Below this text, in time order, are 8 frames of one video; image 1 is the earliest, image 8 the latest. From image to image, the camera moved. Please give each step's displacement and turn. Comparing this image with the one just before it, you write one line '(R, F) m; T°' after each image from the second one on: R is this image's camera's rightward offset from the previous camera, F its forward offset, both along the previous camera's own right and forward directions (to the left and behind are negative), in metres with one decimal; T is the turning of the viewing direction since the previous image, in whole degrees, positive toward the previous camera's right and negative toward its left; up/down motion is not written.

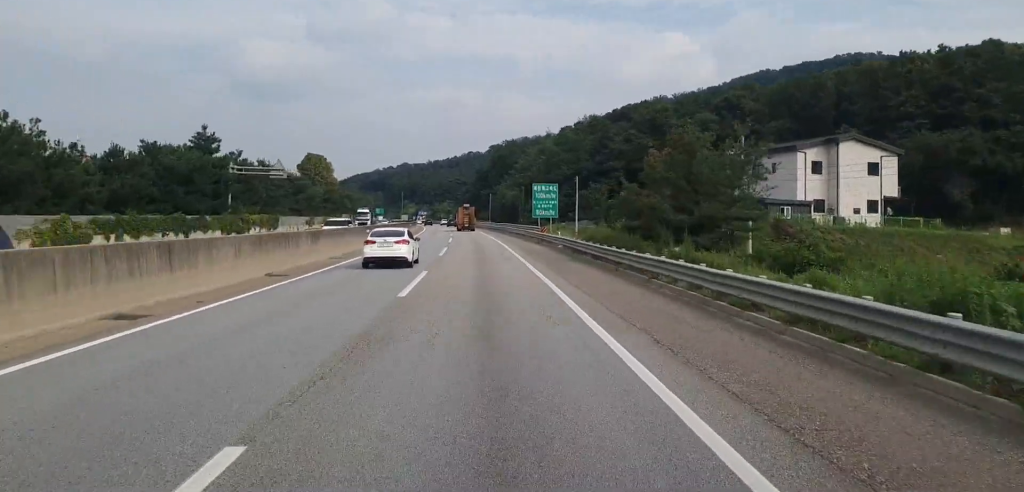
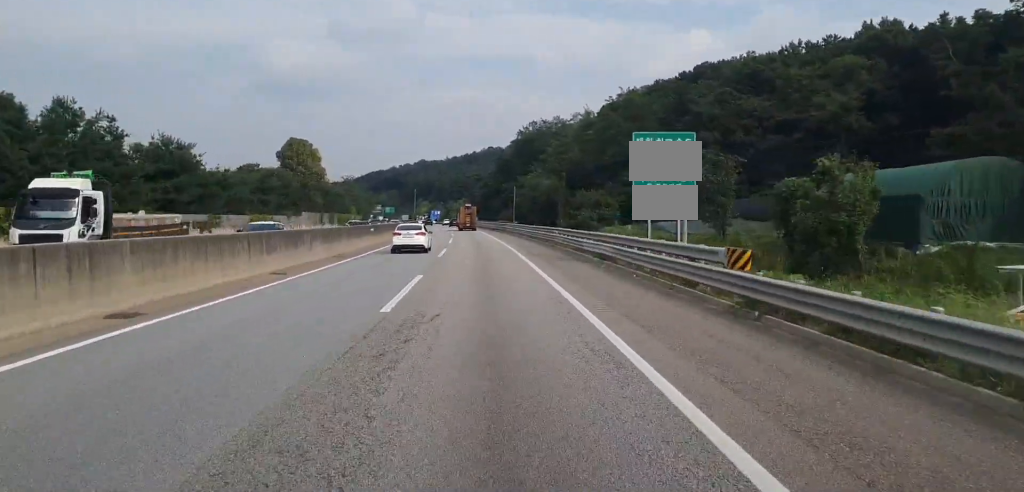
(-0.9, +43.5) m; -2°
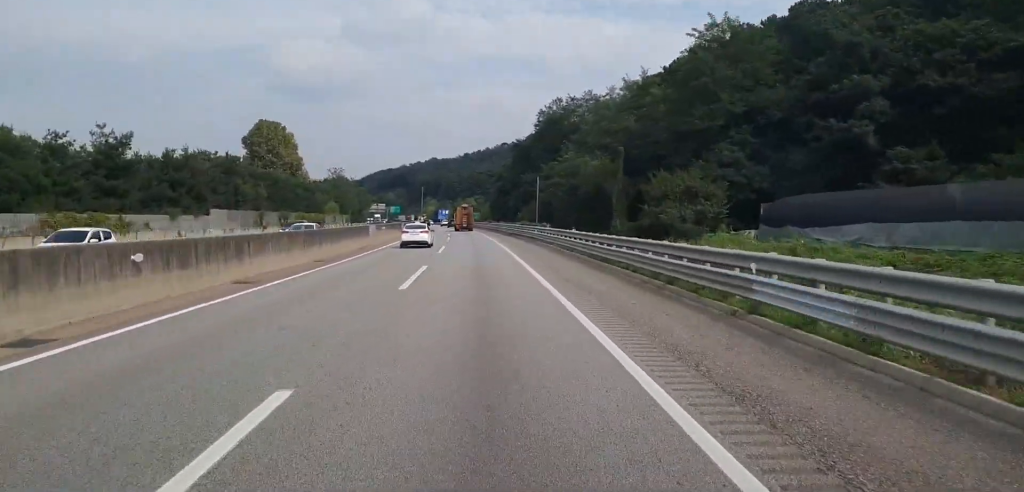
(-0.4, +35.0) m; -1°
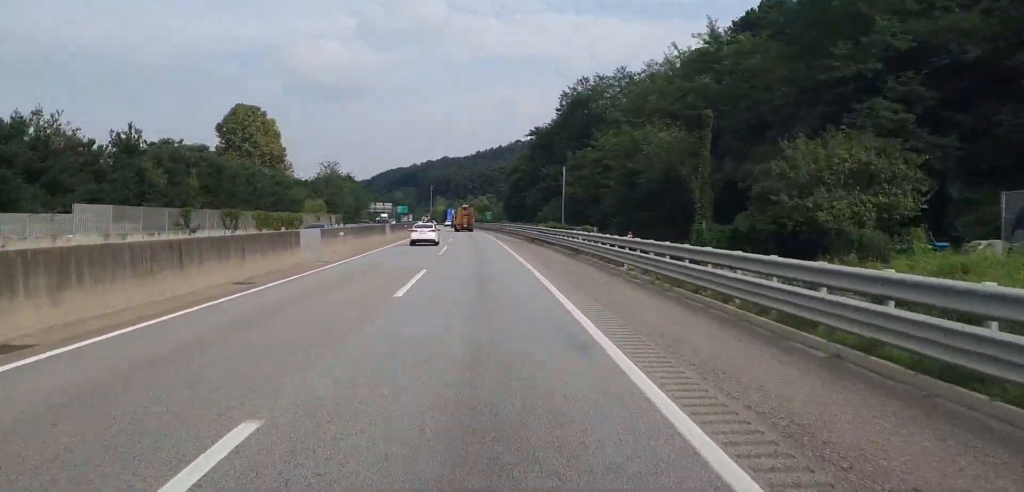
(-0.1, +21.9) m; -1°
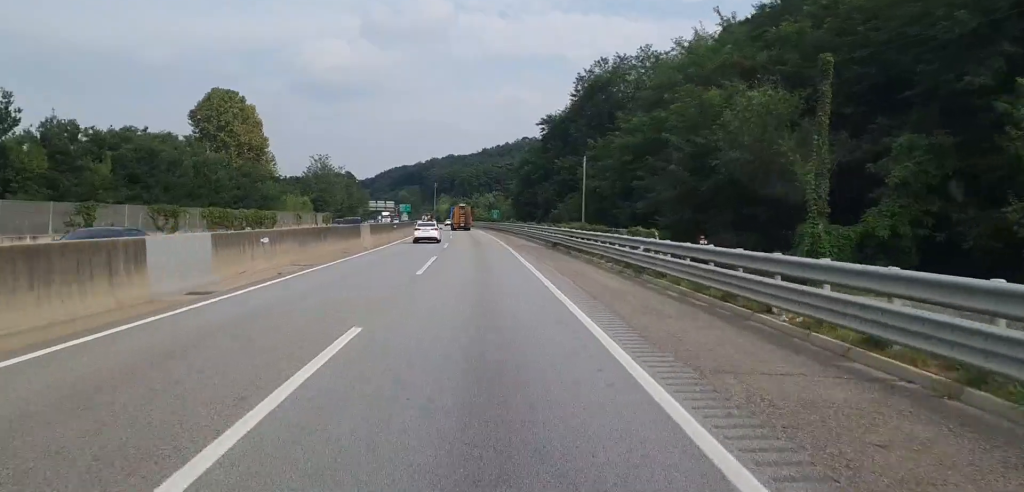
(-0.1, +14.1) m; -1°
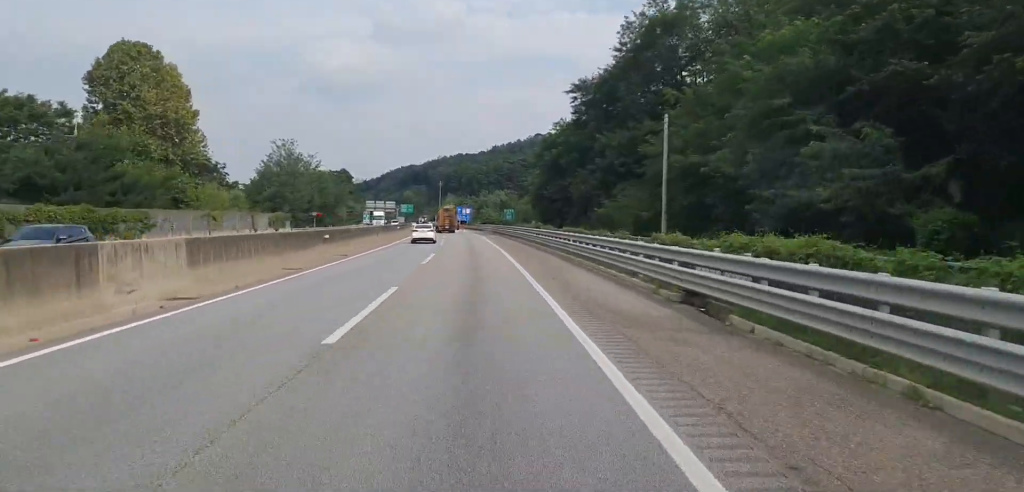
(-0.1, +32.2) m; -1°
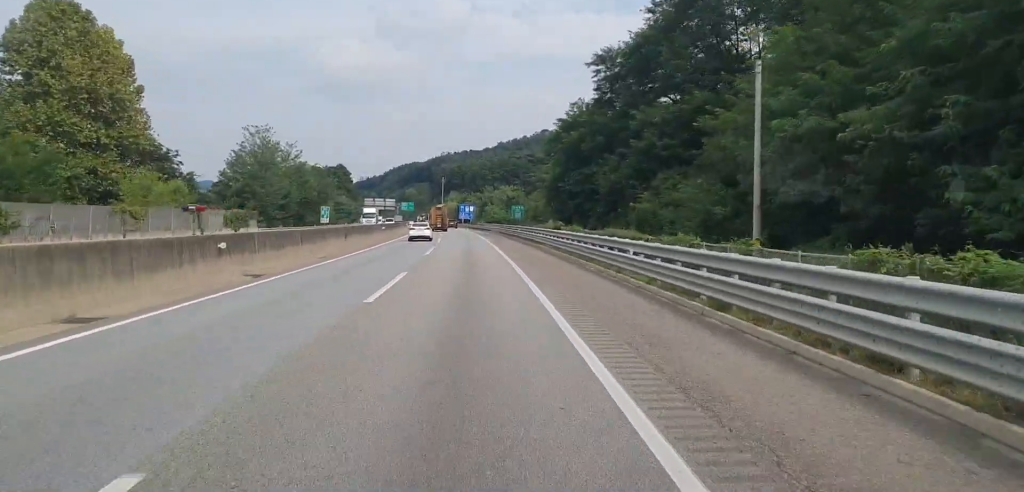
(+0.2, +14.9) m; -1°
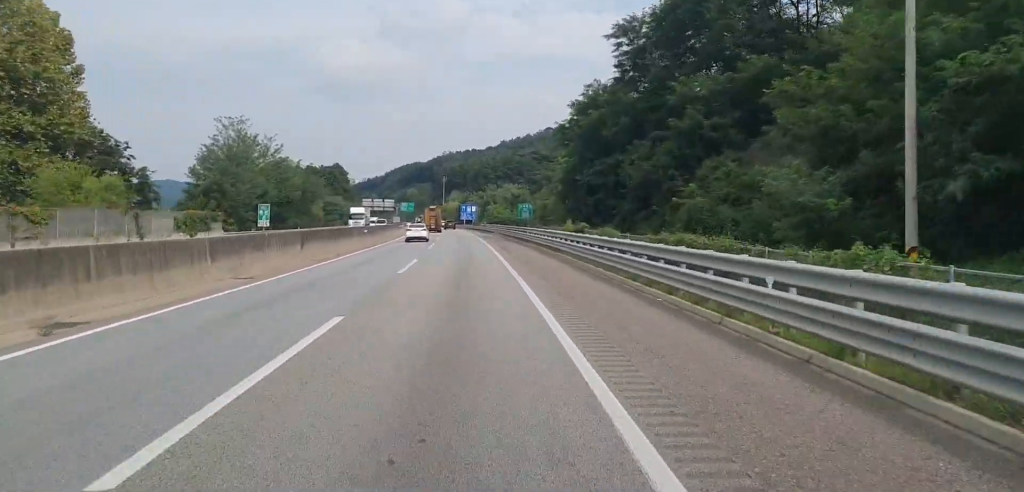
(-0.3, +11.0) m; 0°
